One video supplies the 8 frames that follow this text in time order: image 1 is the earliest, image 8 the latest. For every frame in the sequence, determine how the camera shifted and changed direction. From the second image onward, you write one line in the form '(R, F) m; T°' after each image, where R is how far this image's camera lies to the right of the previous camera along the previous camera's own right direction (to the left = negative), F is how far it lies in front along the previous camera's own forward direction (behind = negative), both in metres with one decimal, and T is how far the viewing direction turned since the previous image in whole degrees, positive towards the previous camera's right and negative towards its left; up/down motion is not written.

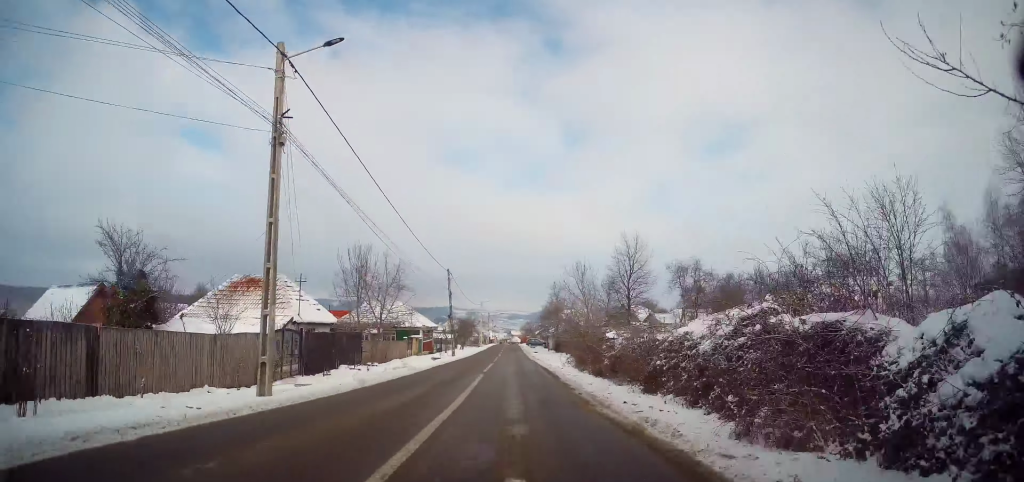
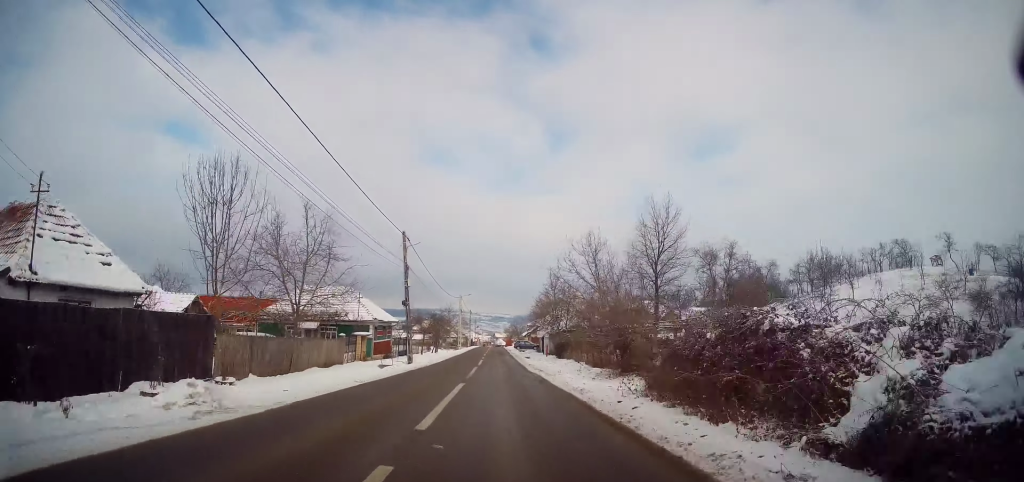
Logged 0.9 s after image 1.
(+0.6, +16.4) m; +3°
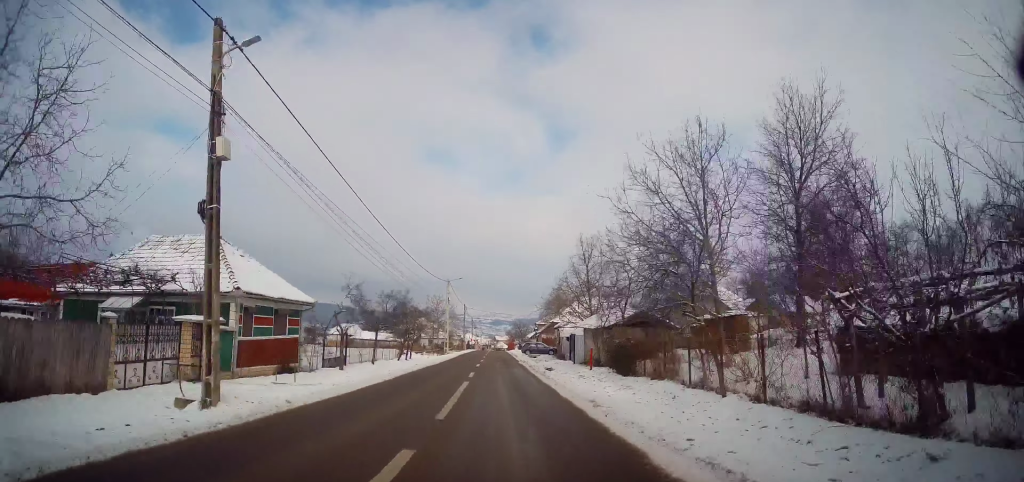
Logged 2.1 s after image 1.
(+0.5, +22.6) m; +1°
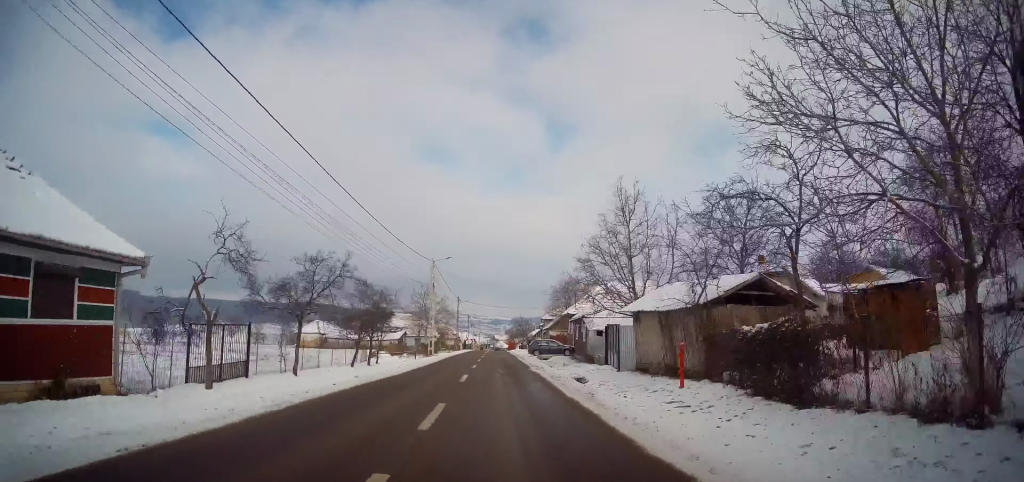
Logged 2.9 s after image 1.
(0.0, +13.4) m; 0°
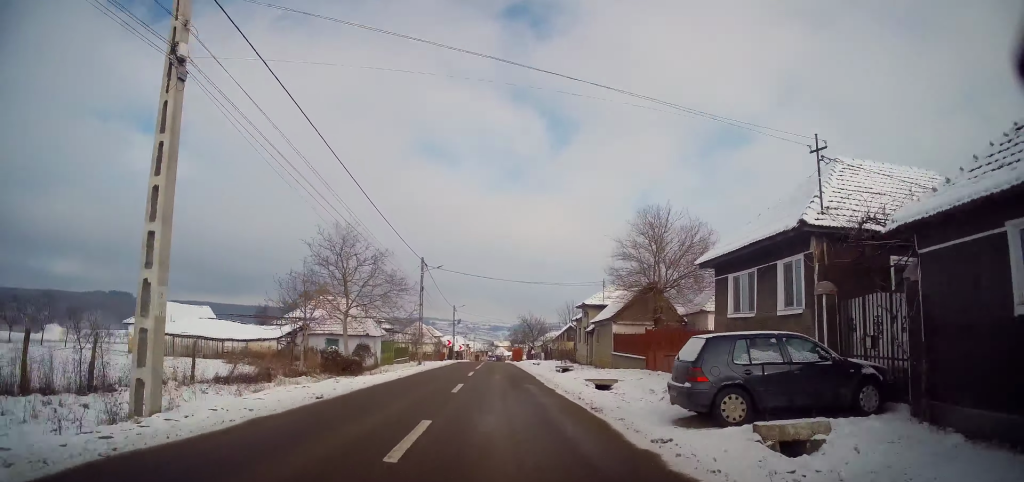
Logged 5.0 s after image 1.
(-0.8, +37.7) m; -1°
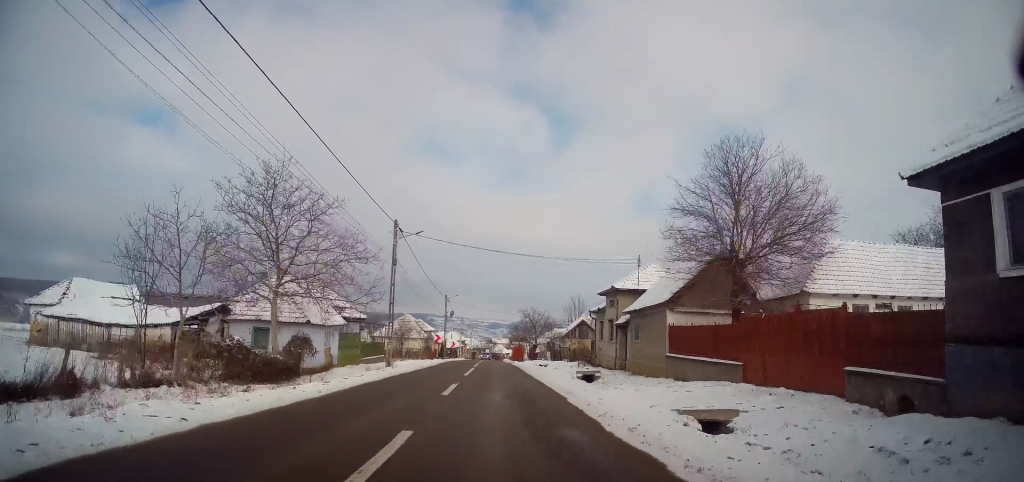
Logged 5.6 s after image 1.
(+0.2, +10.6) m; +1°
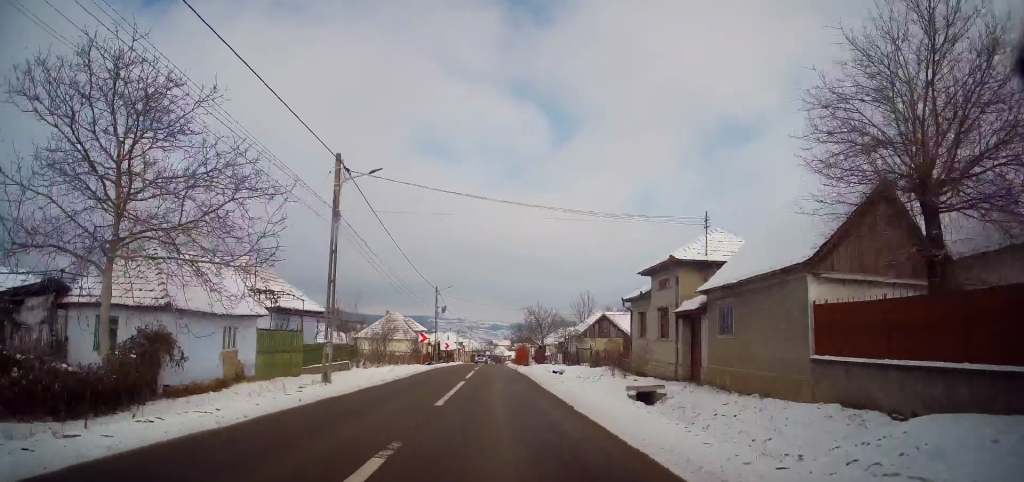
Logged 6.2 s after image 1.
(0.0, +10.6) m; 0°
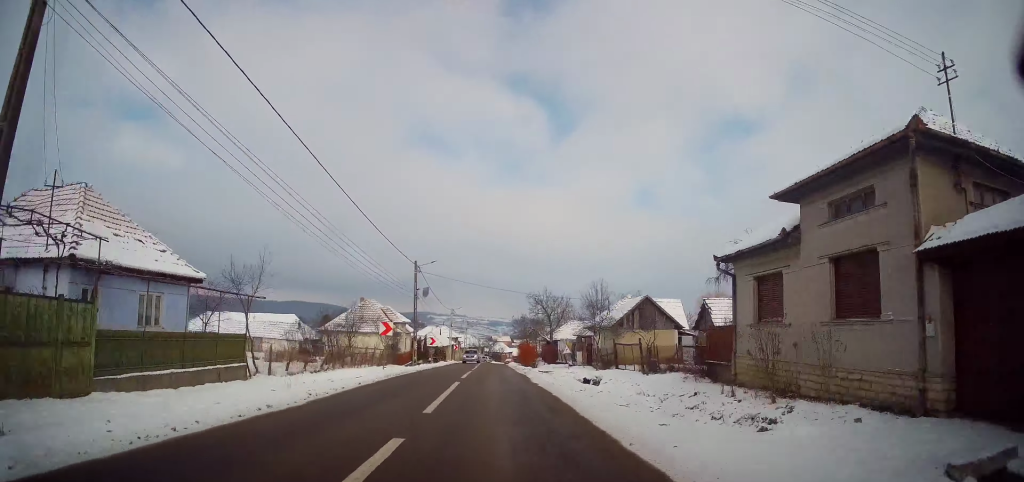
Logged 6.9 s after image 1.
(-0.1, +13.4) m; 0°
